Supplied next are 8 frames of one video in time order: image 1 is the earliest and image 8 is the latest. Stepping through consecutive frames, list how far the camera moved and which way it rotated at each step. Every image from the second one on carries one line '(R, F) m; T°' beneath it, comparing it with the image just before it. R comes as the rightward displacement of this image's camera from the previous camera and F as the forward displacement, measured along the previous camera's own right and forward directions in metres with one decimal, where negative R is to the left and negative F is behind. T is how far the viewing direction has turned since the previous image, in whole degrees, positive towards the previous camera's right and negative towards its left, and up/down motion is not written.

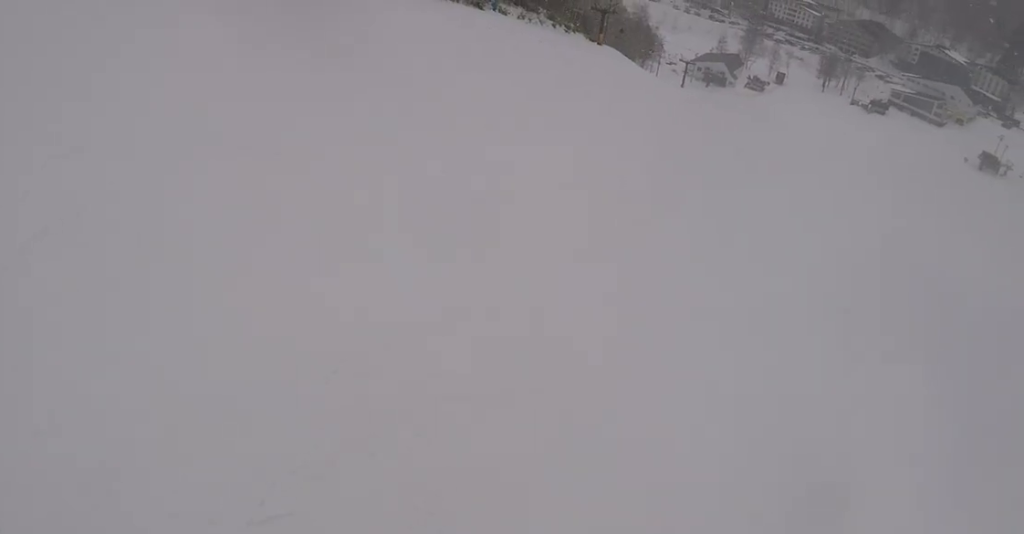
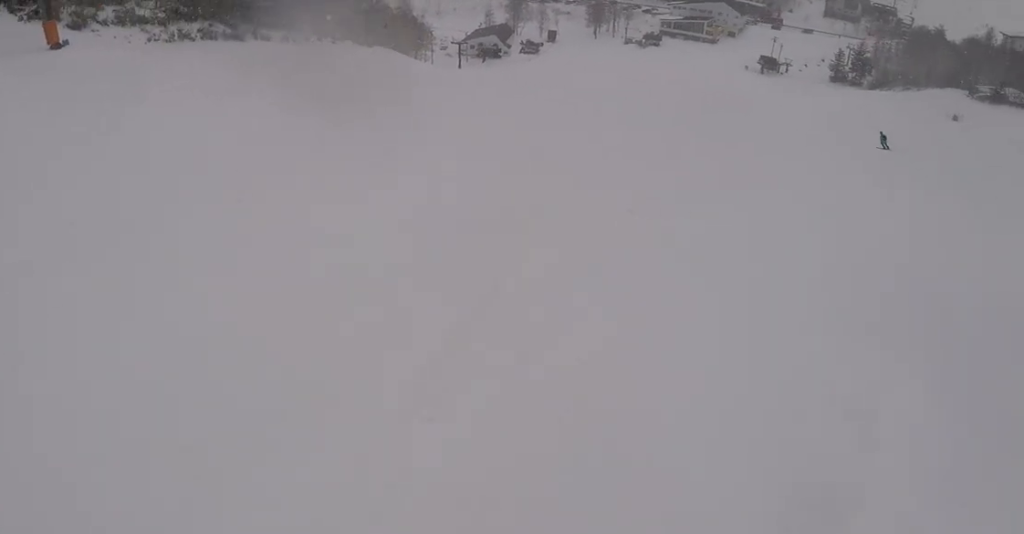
(+0.4, +2.7) m; +14°
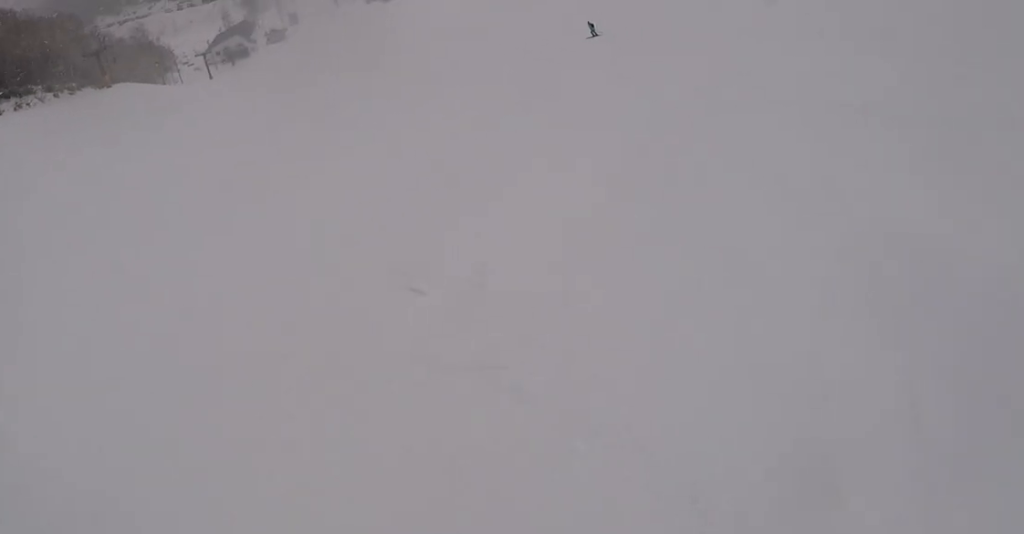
(+0.9, +4.3) m; +14°
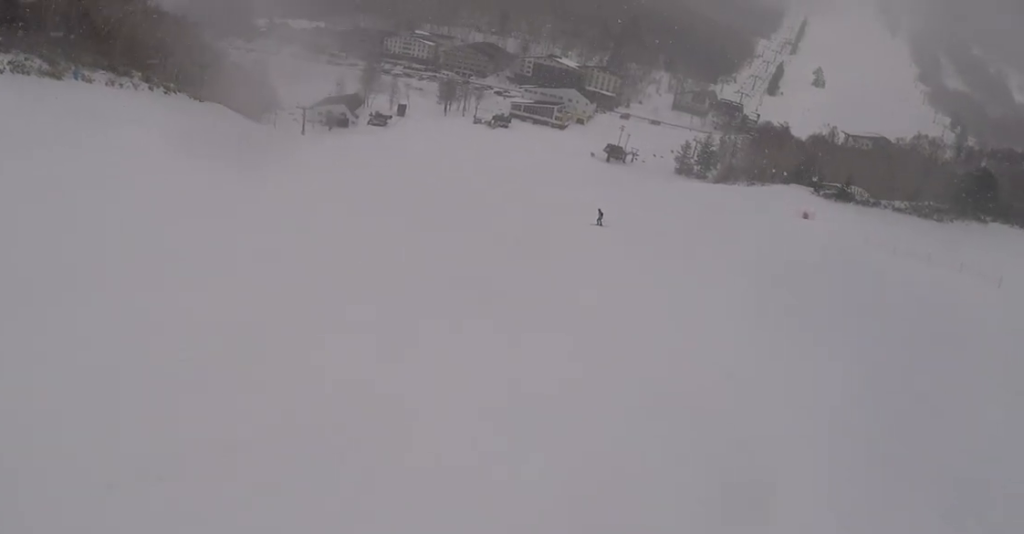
(+0.7, +3.8) m; -2°
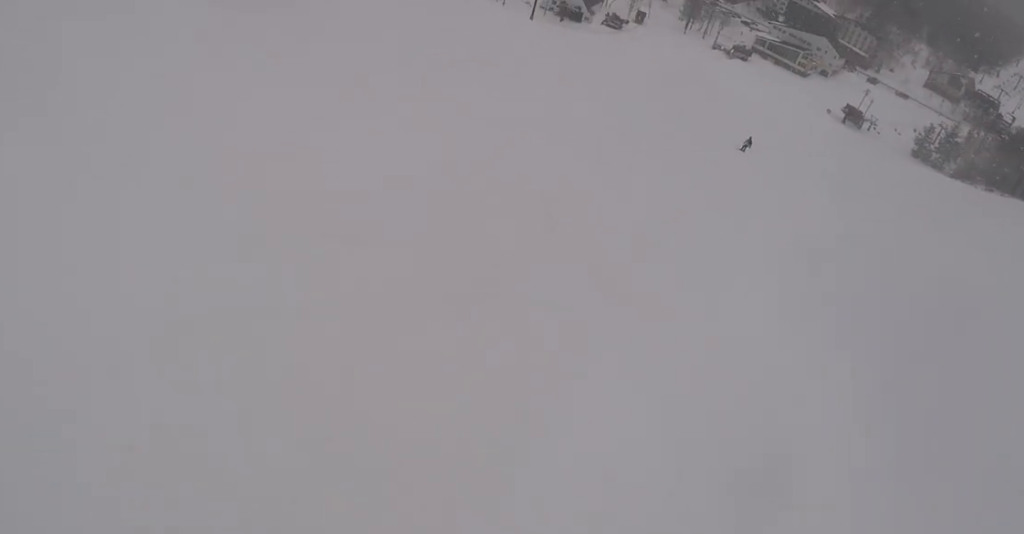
(-0.7, +4.1) m; -25°
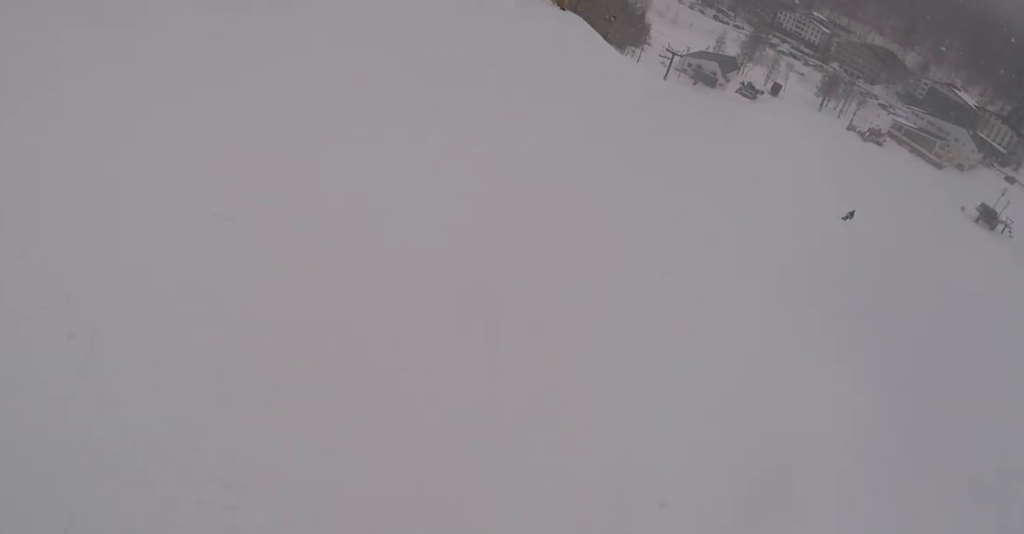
(-0.9, +3.1) m; -4°
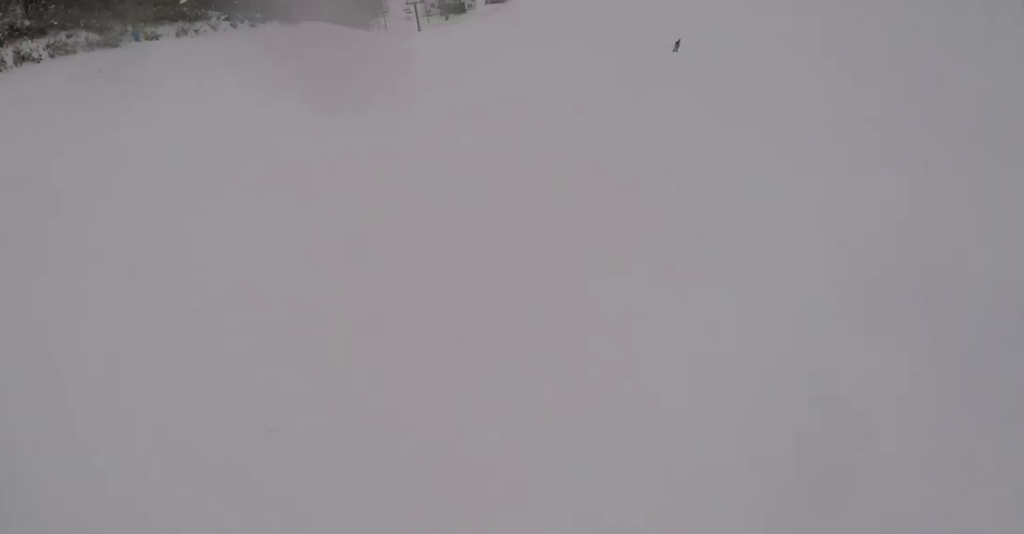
(+0.6, +7.3) m; +20°
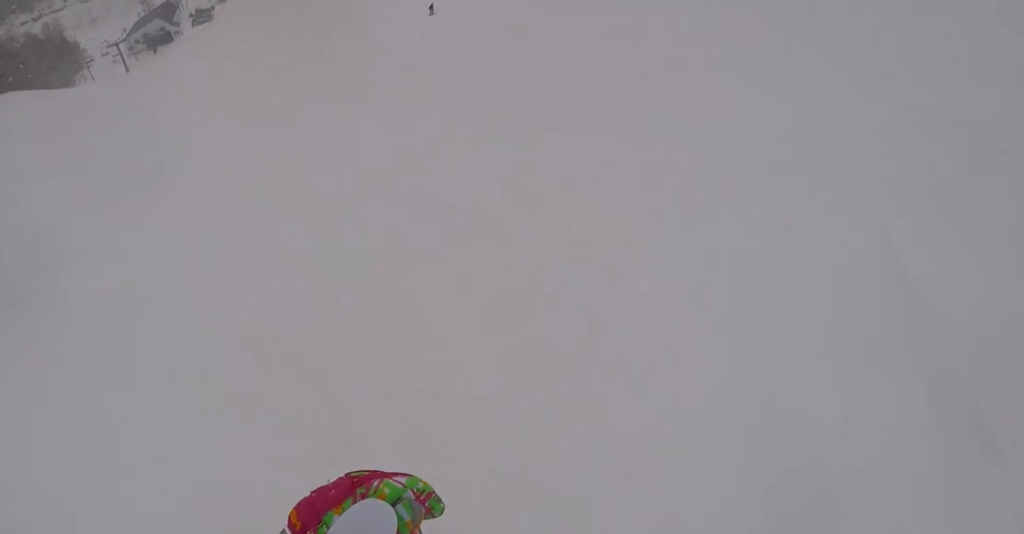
(+0.4, +4.0) m; +16°
